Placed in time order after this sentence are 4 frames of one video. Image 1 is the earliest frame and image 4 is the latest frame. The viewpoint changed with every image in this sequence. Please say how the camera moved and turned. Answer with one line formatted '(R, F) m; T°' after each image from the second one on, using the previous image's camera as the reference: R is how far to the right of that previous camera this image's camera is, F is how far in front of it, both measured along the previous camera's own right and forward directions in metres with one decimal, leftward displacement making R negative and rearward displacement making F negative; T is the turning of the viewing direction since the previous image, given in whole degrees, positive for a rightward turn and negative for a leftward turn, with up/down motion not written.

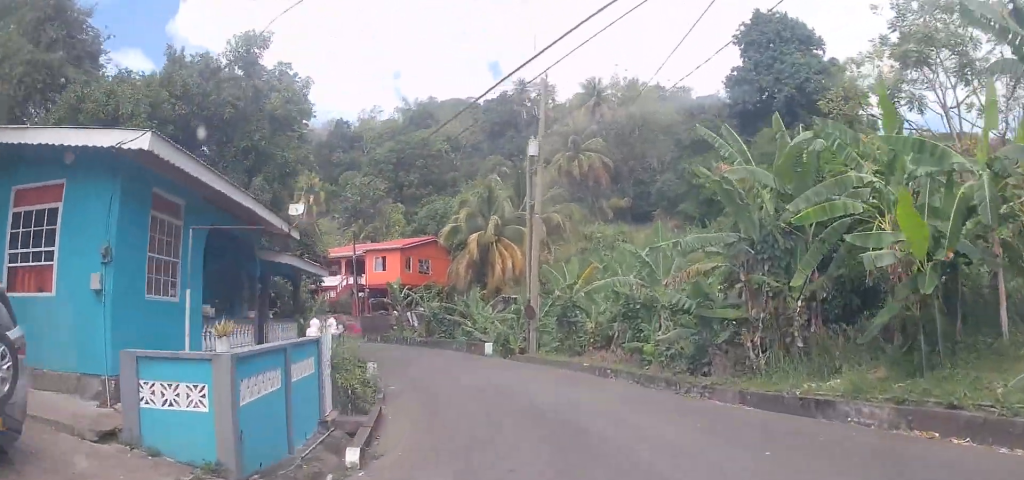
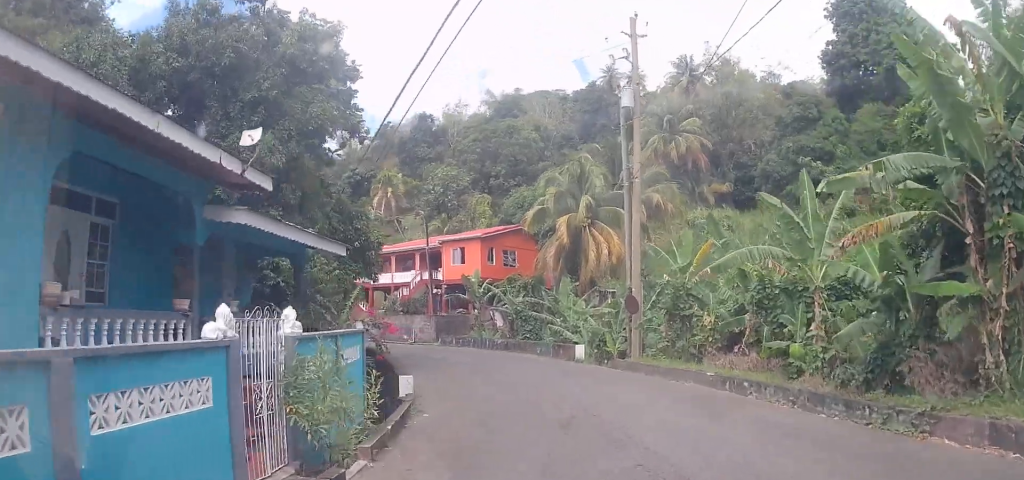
(-0.8, +5.5) m; -5°
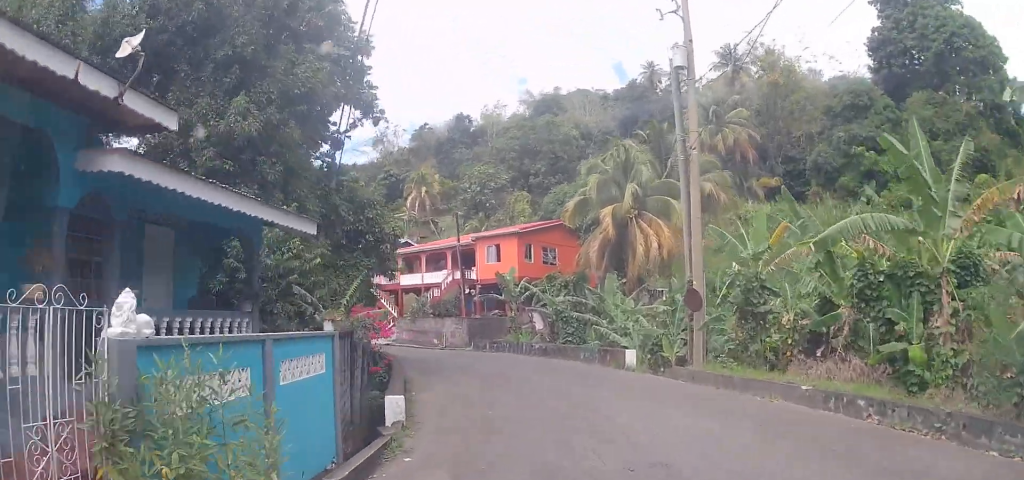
(+0.4, +3.7) m; -3°
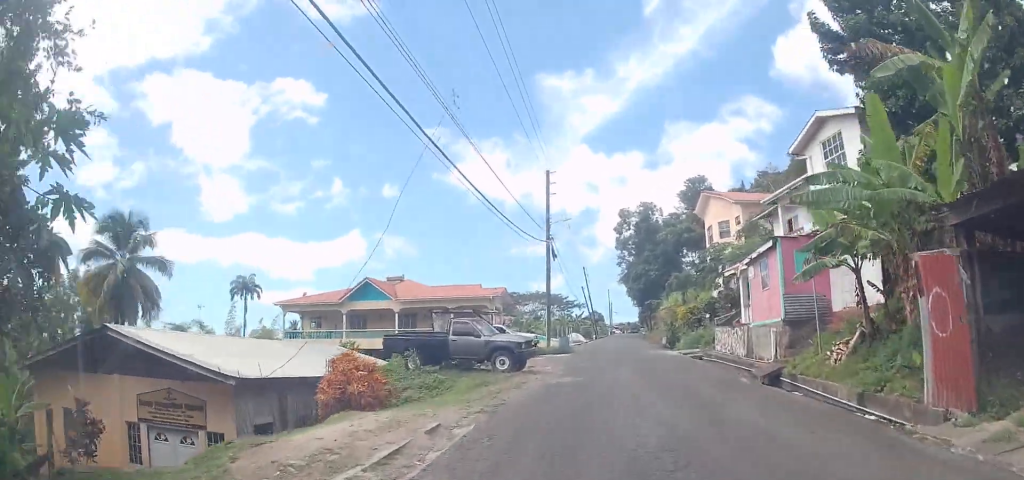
(-23.4, +36.7) m; -60°
